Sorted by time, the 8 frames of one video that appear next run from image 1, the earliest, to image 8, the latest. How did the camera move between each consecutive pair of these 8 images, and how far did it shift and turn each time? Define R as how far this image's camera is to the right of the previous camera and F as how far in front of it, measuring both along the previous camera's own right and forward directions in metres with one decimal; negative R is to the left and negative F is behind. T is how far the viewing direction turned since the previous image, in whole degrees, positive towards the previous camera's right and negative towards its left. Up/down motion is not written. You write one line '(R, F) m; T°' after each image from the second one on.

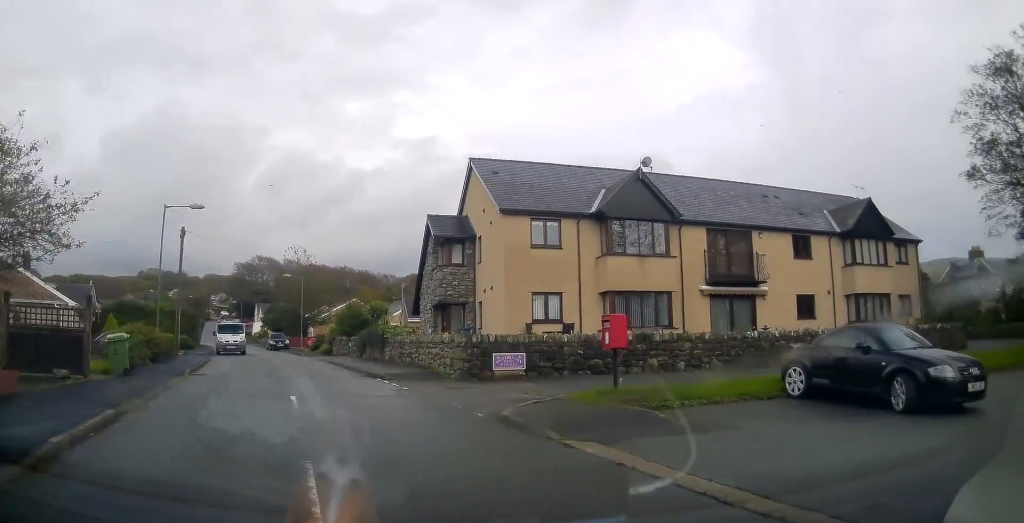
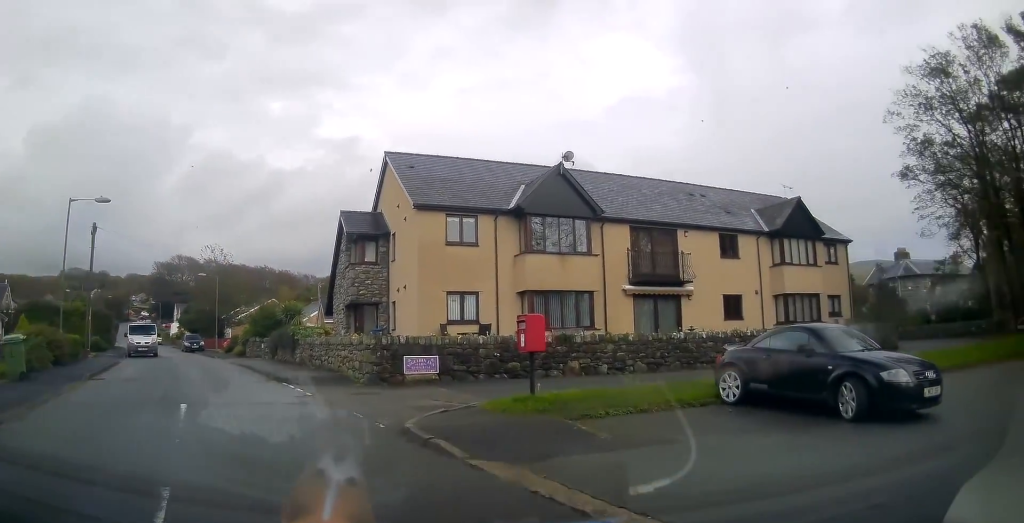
(-0.2, +1.2) m; +7°
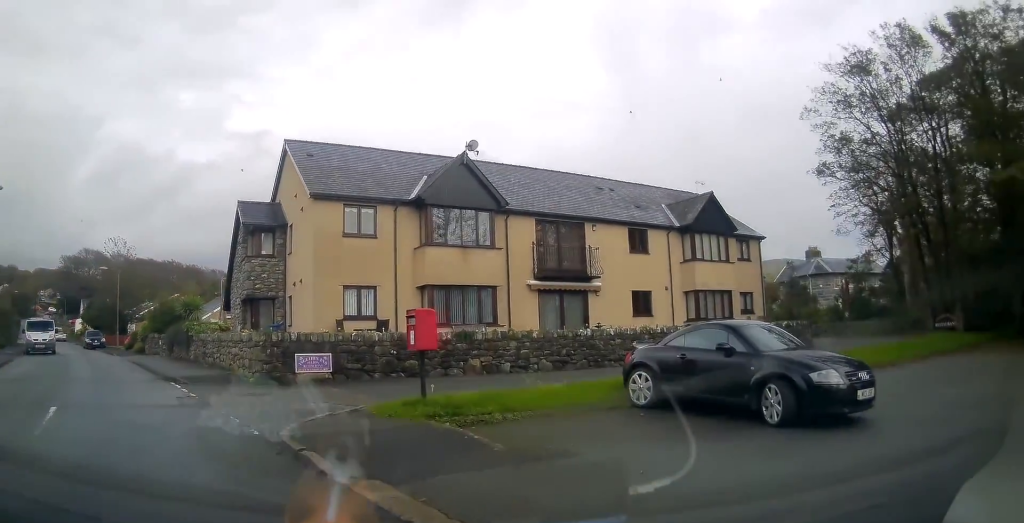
(+0.3, +0.9) m; +11°
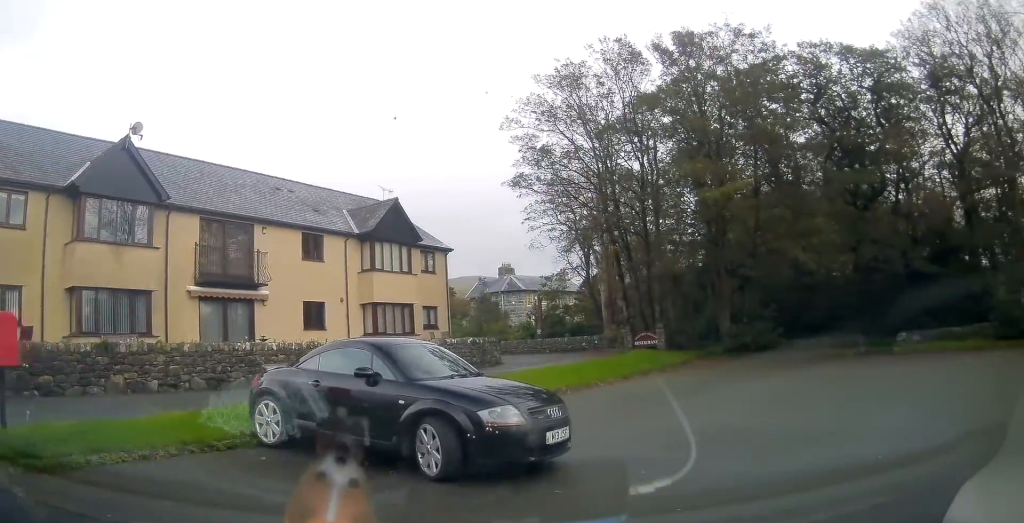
(+0.7, +2.5) m; +25°
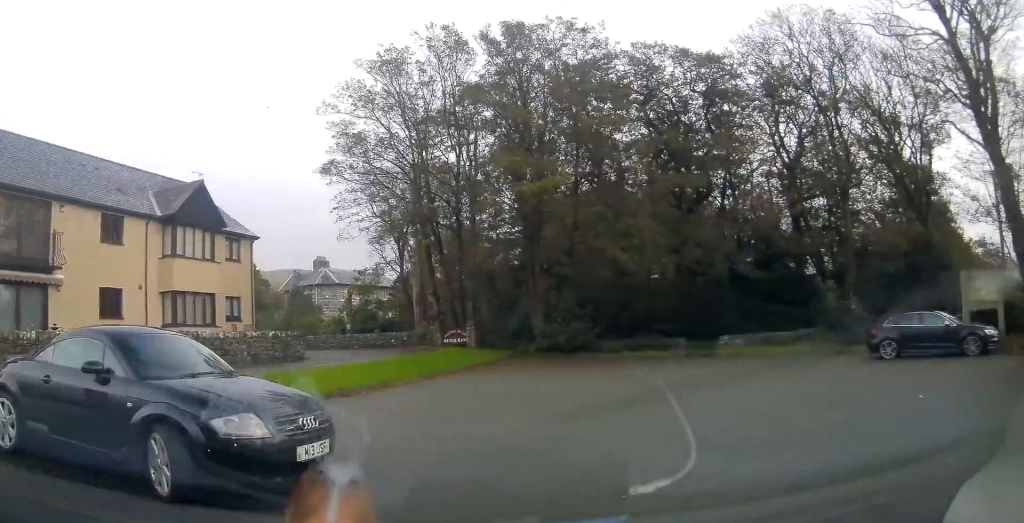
(+0.2, +1.3) m; +18°
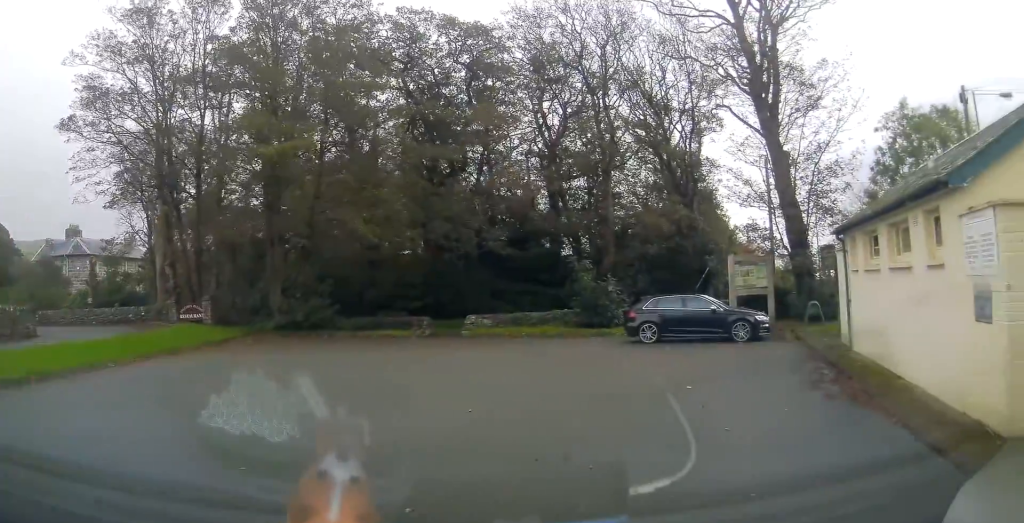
(+0.4, +1.5) m; +27°
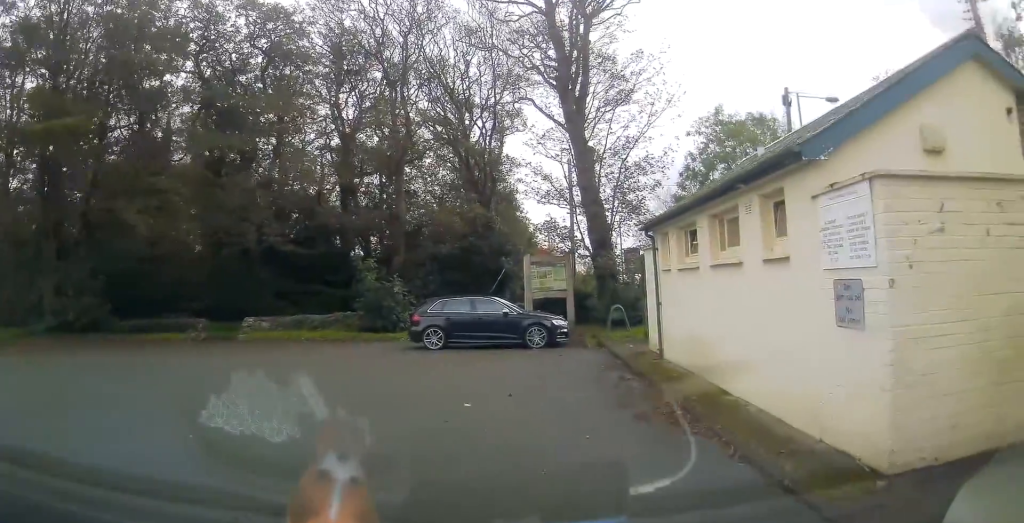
(+0.3, +1.4) m; +15°
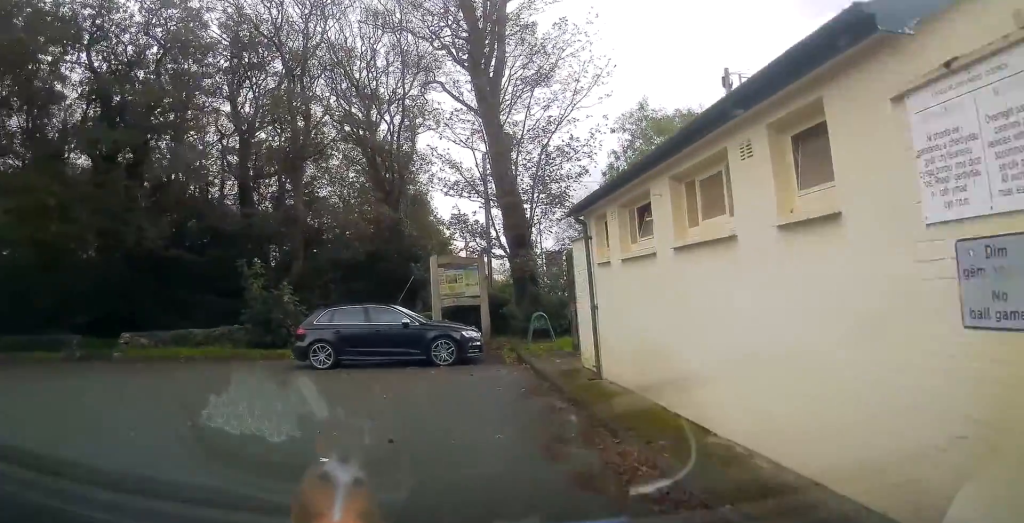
(+0.2, +2.1) m; +1°
